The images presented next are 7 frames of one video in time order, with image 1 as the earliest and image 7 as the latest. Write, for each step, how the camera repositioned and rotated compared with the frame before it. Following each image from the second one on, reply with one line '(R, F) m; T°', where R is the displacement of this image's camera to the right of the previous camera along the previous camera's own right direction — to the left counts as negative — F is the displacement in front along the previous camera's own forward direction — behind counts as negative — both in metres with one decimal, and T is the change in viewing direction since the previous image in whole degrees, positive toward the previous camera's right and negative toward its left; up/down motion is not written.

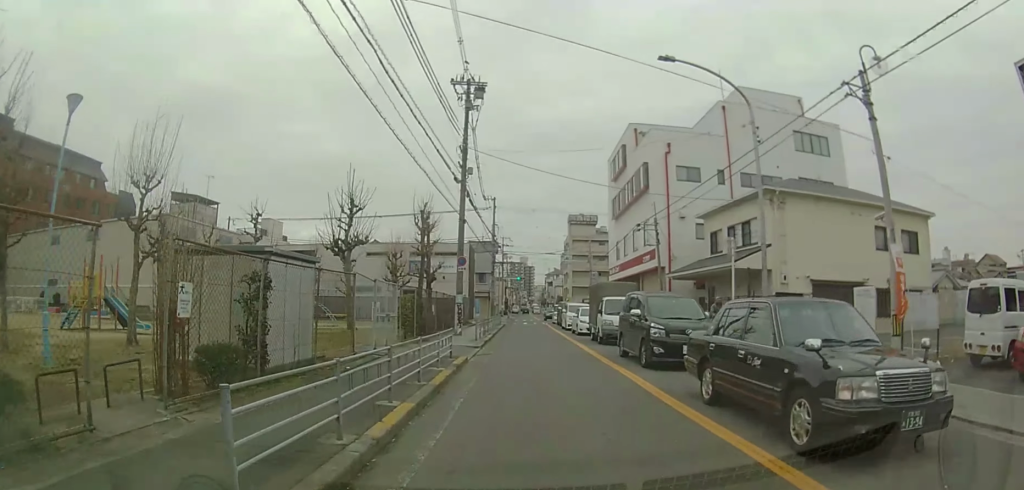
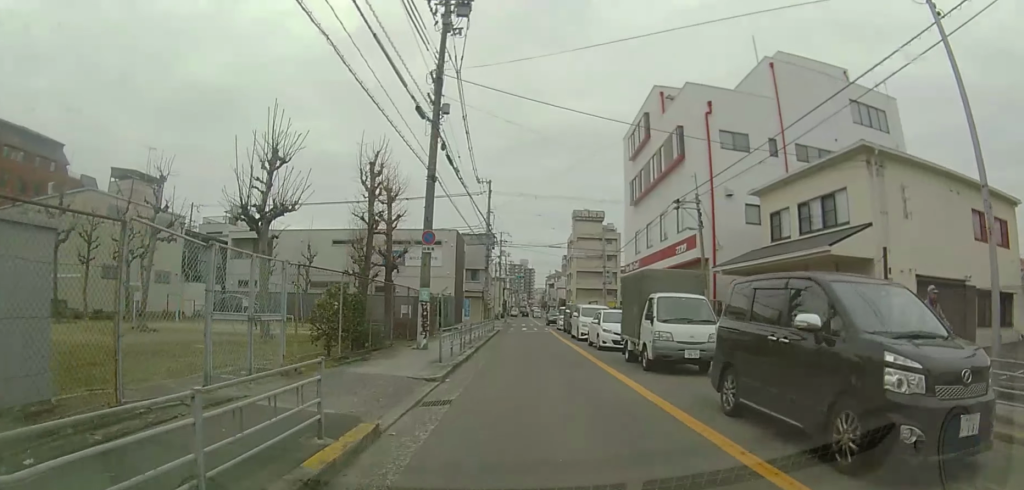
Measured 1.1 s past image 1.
(0.0, +7.6) m; 0°
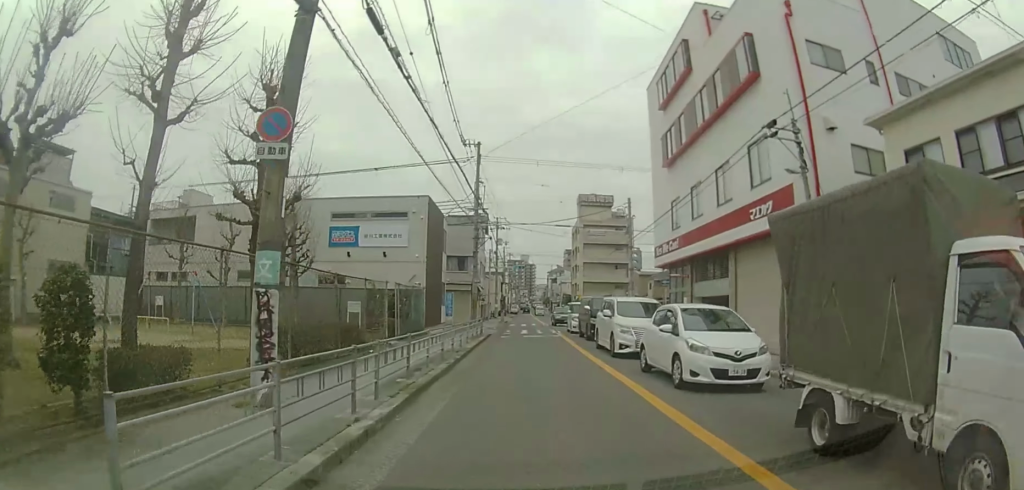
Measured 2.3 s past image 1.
(-0.1, +9.7) m; -2°
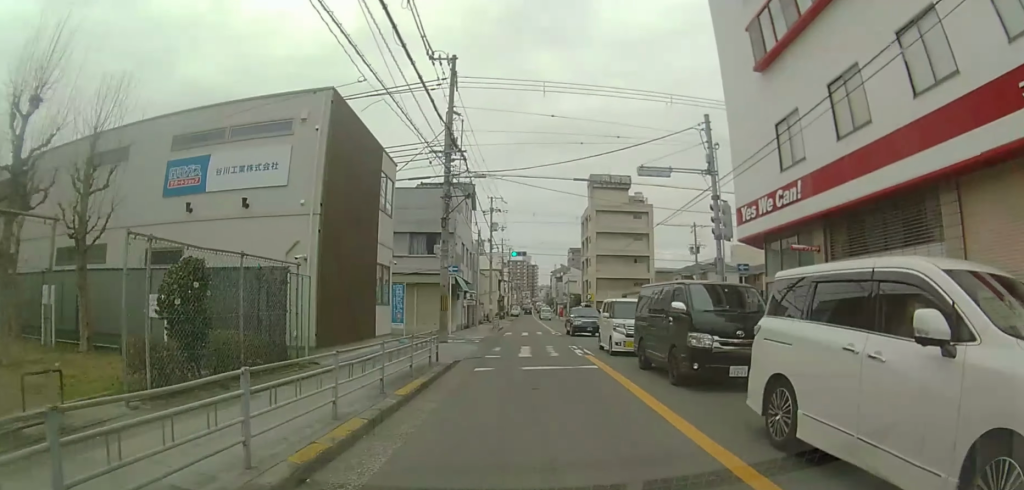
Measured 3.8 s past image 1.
(-0.3, +13.8) m; +1°
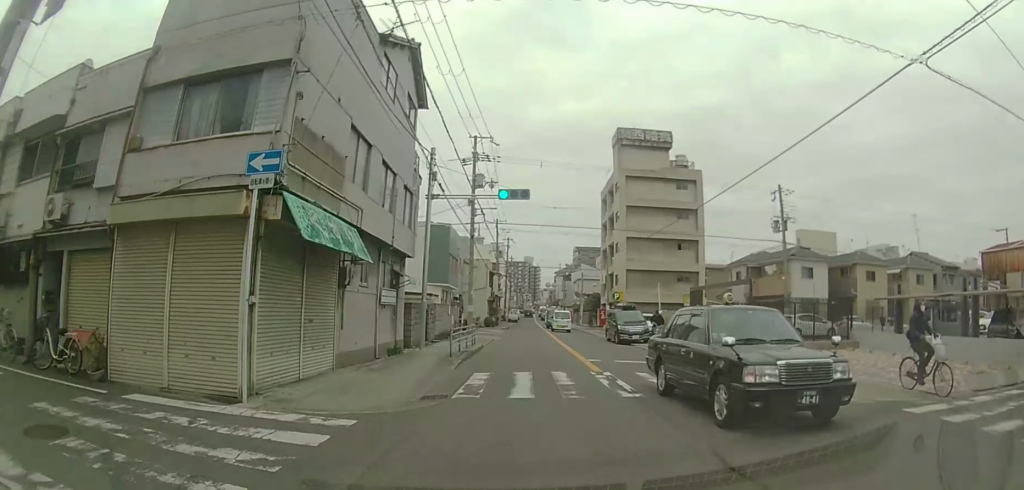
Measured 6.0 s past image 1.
(+1.0, +20.2) m; +4°
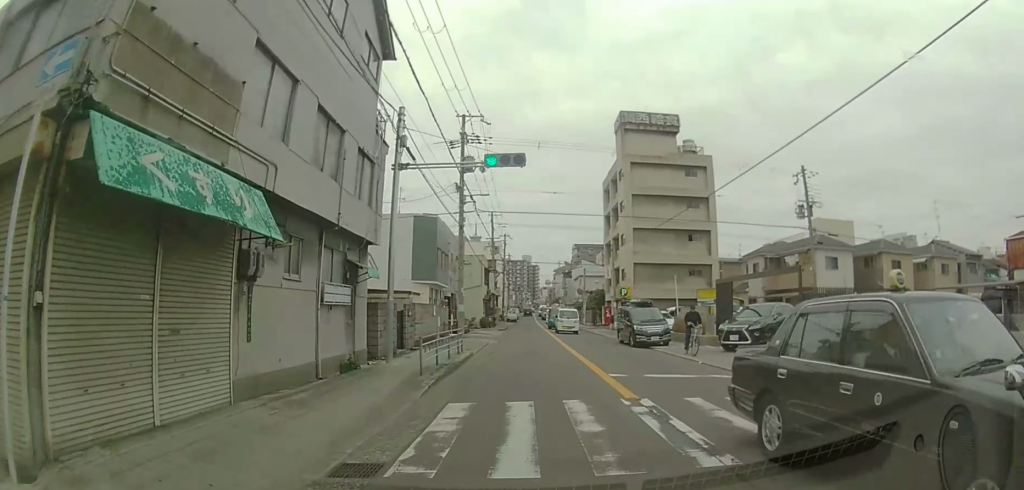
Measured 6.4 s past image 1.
(0.0, +4.1) m; 0°
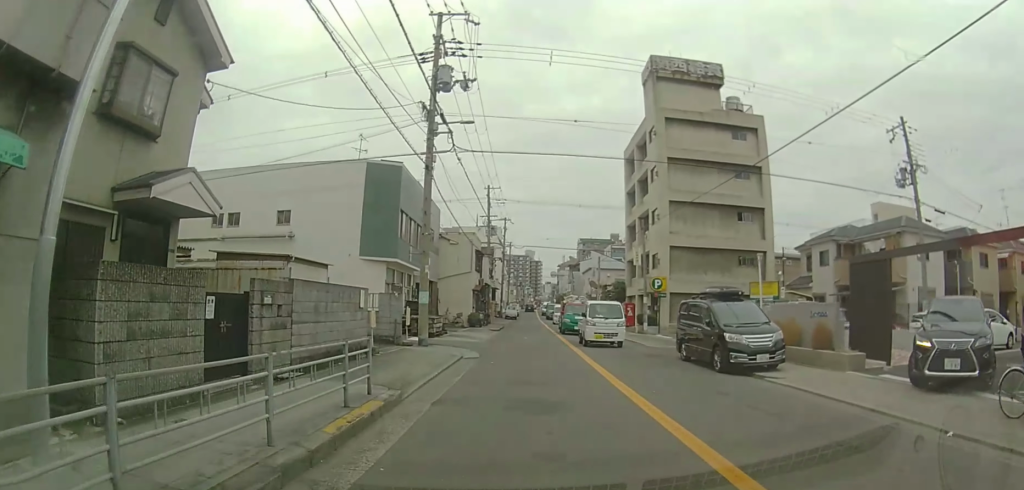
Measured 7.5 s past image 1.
(0.0, +10.5) m; -1°
